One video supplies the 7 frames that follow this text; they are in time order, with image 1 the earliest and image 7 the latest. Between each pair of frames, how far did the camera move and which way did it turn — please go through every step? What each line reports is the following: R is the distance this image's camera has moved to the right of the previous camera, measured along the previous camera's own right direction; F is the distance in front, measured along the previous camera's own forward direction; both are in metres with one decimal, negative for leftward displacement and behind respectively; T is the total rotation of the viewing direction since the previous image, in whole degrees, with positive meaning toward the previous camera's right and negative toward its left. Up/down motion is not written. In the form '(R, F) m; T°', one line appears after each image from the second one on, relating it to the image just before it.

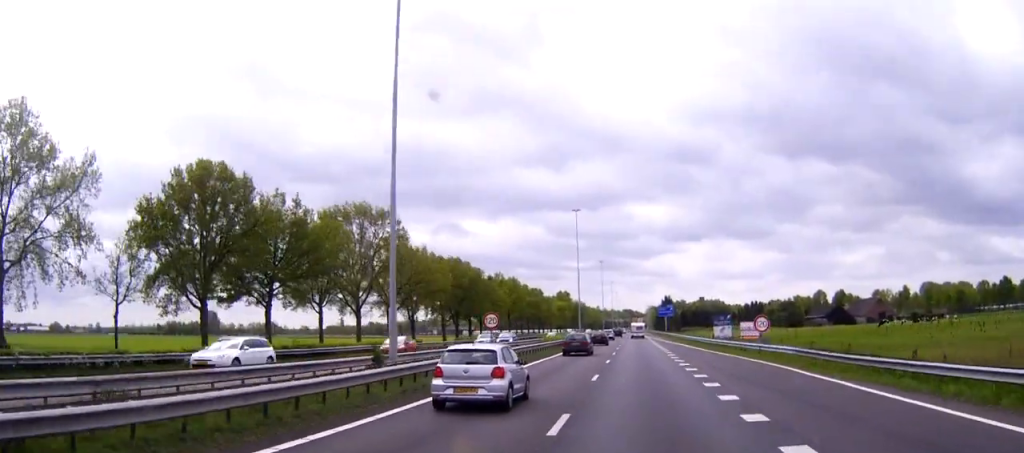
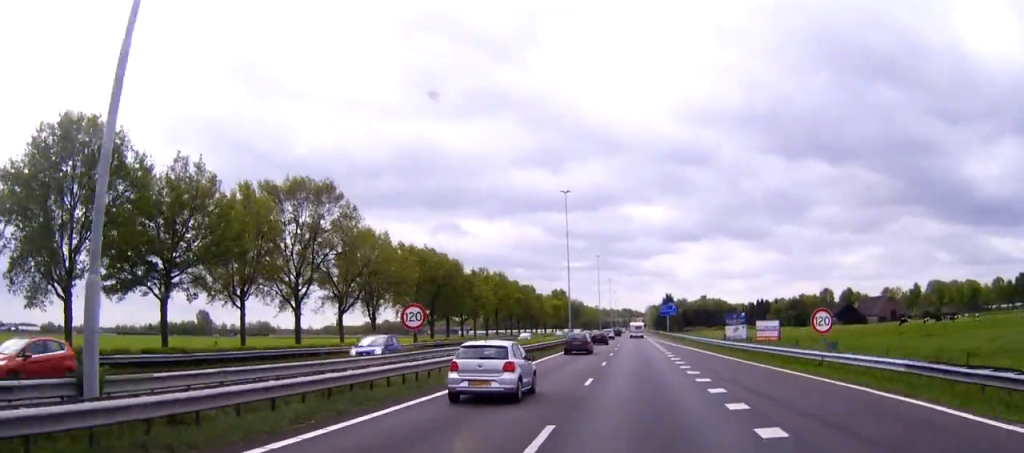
(+0.1, +14.2) m; 0°
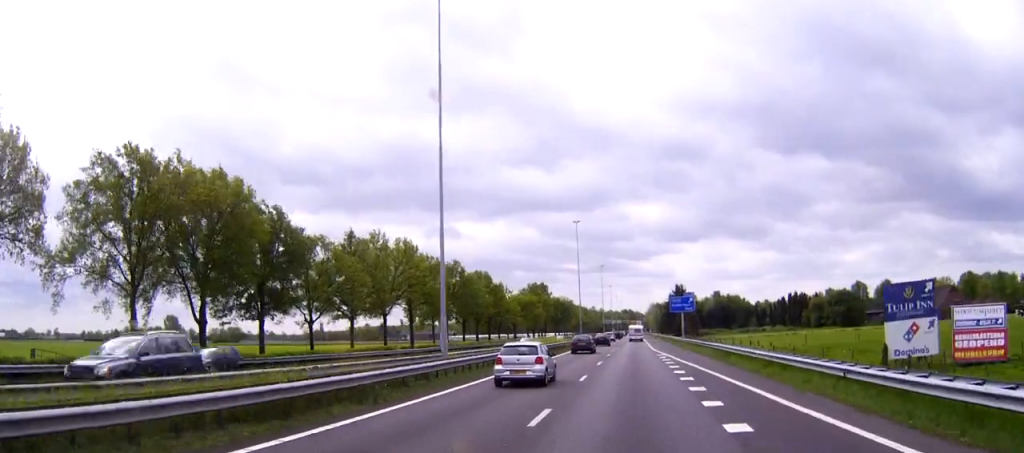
(+0.8, +57.3) m; +1°
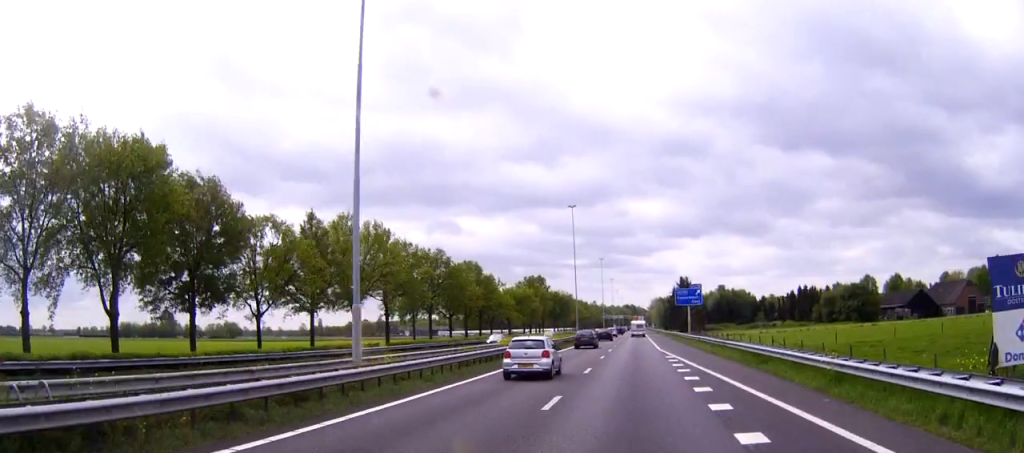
(0.0, +10.2) m; -1°
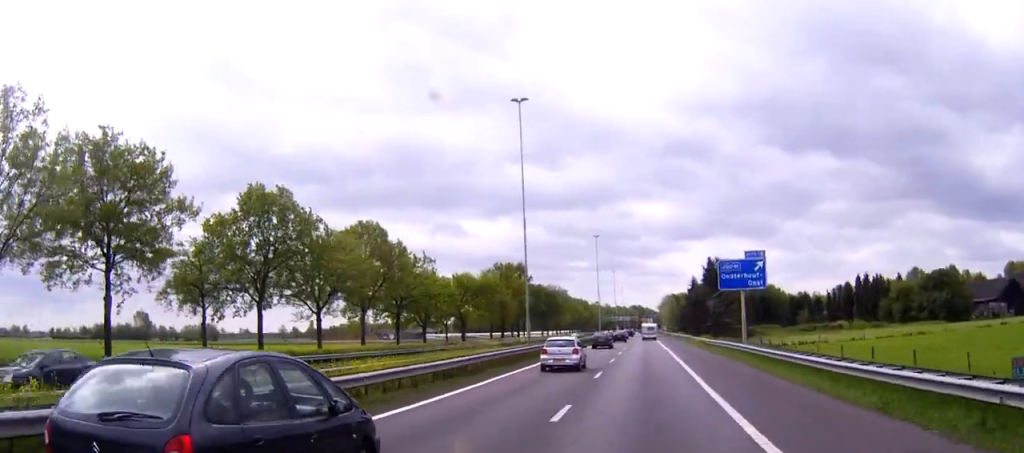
(-1.8, +50.0) m; -2°
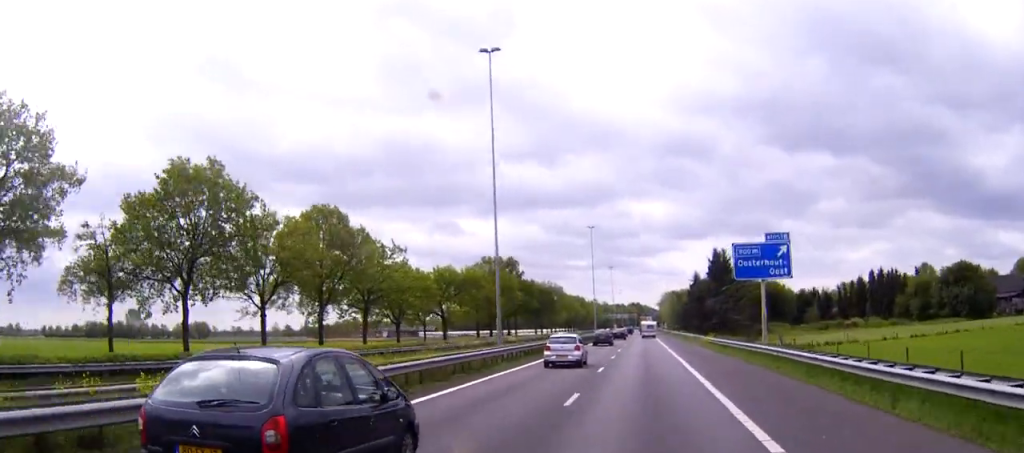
(+0.2, +10.2) m; +1°
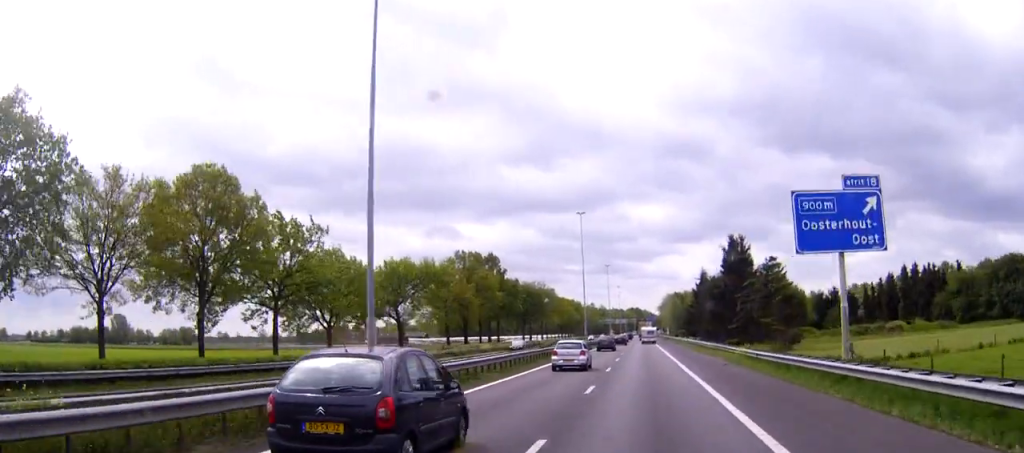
(+0.1, +19.4) m; 0°
